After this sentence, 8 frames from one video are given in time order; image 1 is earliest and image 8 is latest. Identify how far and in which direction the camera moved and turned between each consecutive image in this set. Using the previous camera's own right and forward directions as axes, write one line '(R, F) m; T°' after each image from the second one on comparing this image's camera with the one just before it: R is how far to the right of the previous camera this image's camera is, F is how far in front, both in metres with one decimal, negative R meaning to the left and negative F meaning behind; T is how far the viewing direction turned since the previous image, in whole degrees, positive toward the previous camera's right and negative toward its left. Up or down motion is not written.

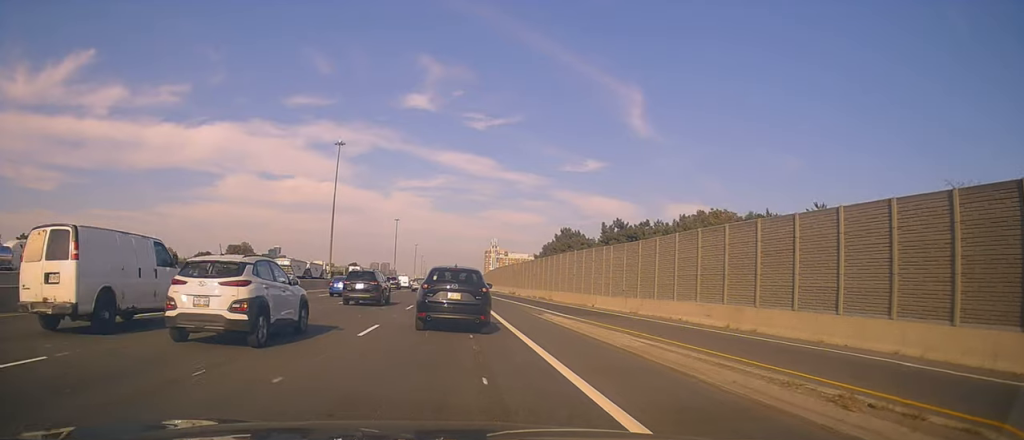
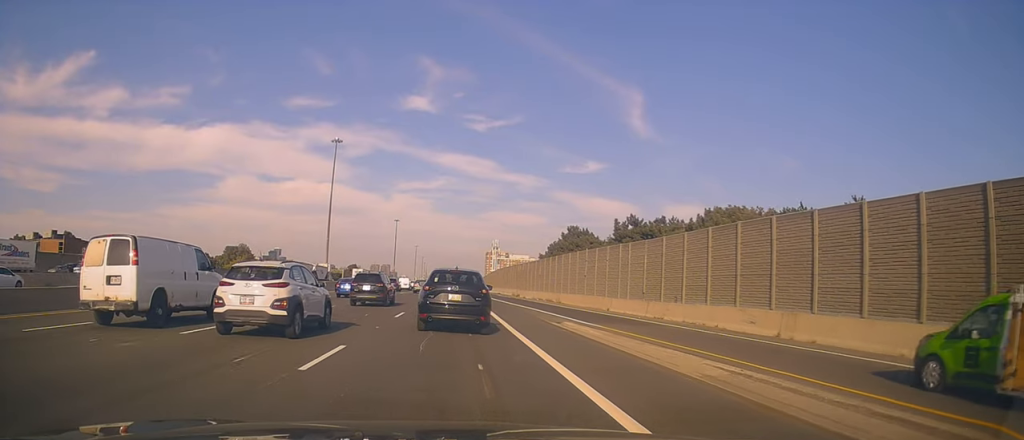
(+0.1, +4.5) m; +1°
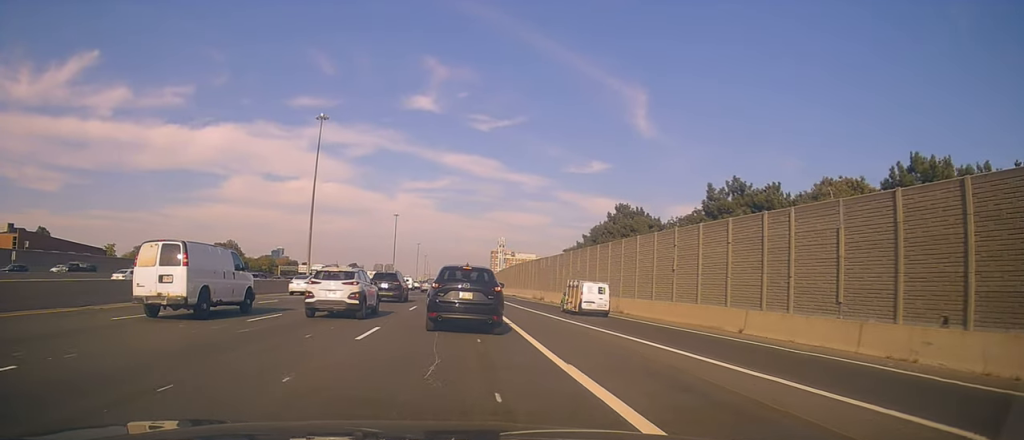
(+0.2, +19.8) m; -2°
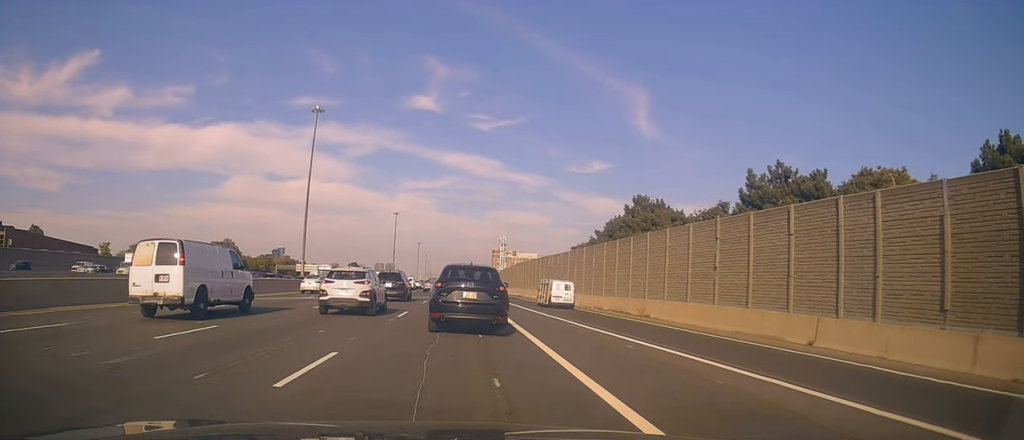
(-0.3, +5.6) m; +1°
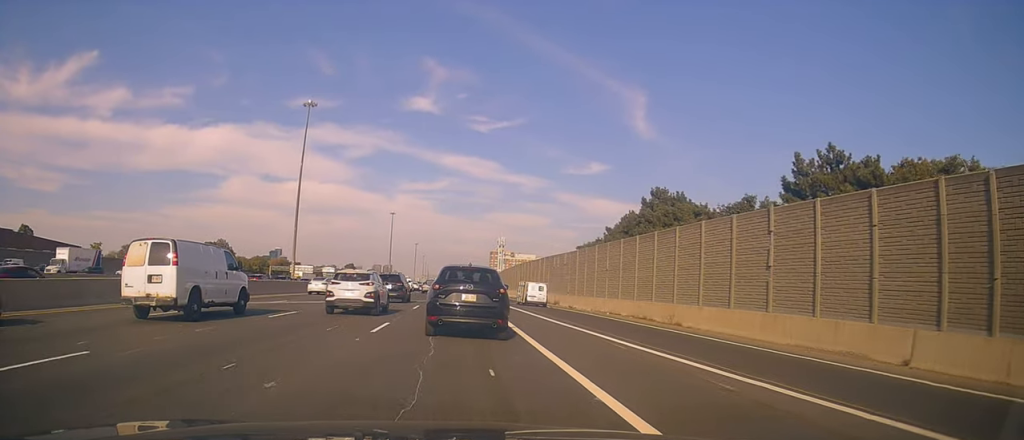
(+0.1, +5.4) m; 0°
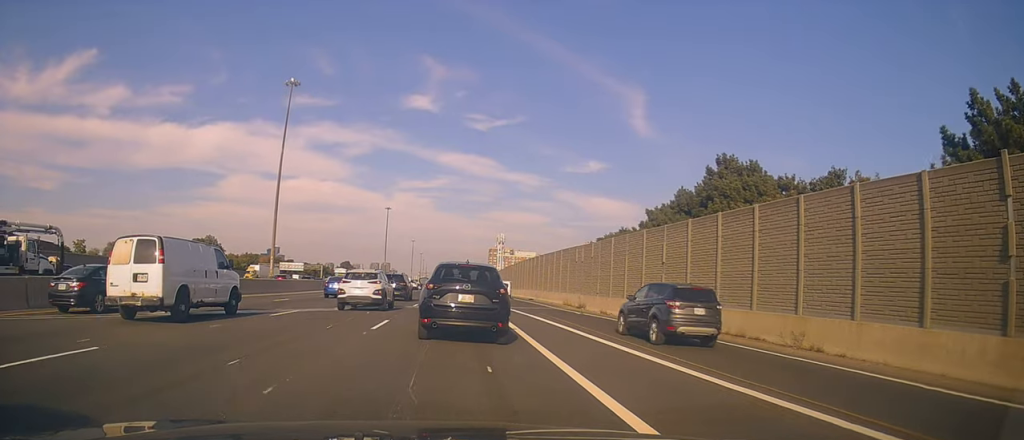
(-0.3, +12.4) m; +3°
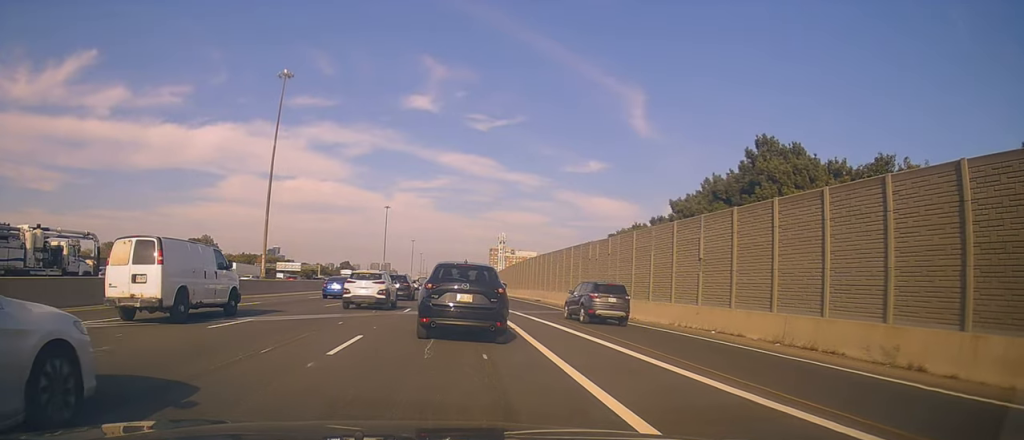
(+0.7, +4.8) m; -1°
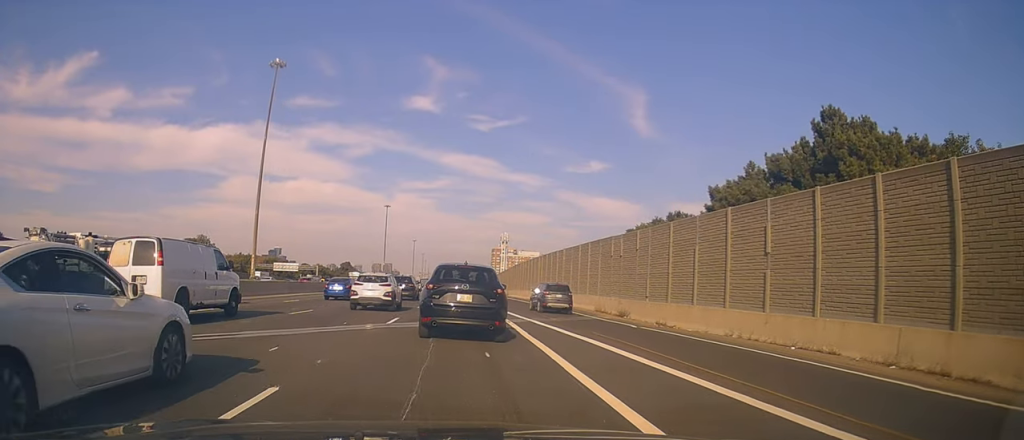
(-0.3, +6.0) m; -3°
